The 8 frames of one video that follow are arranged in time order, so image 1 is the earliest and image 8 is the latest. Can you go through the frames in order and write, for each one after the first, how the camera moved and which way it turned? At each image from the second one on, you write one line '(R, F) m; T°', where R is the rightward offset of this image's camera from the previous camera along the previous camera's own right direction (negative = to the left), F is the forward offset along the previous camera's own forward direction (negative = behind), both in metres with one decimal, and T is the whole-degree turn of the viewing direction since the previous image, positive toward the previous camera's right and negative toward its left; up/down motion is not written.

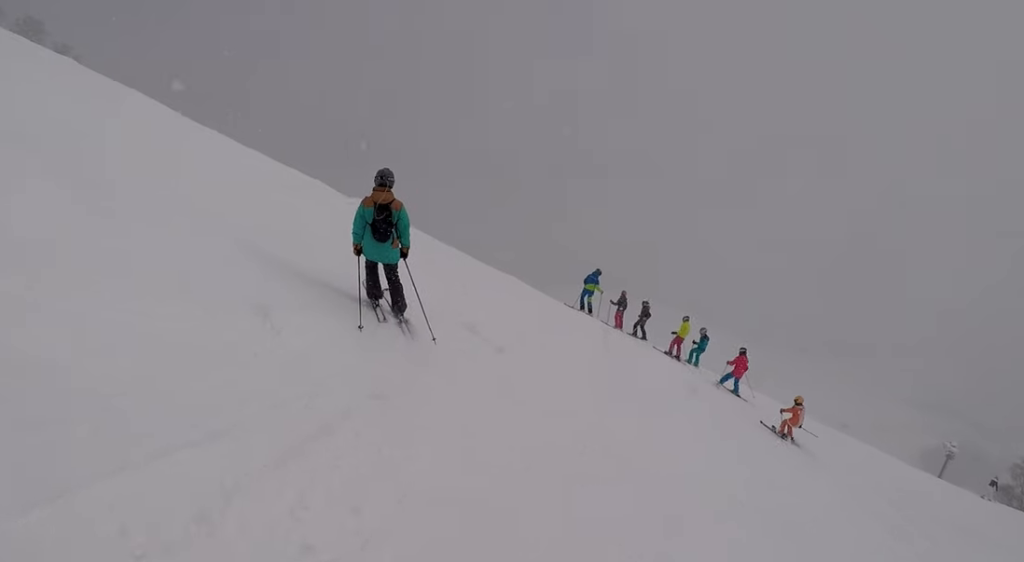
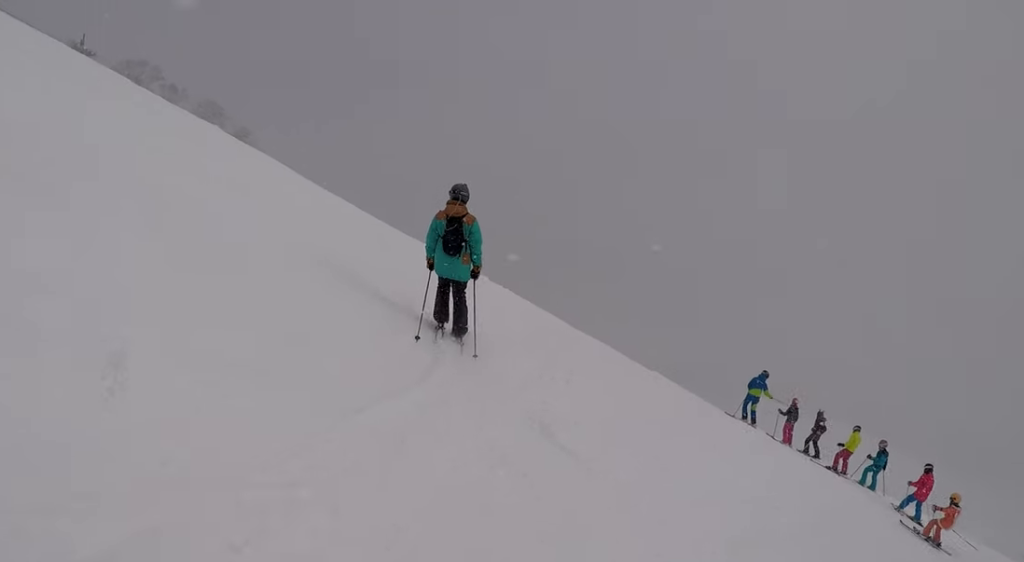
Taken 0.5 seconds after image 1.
(-0.2, +2.6) m; -11°
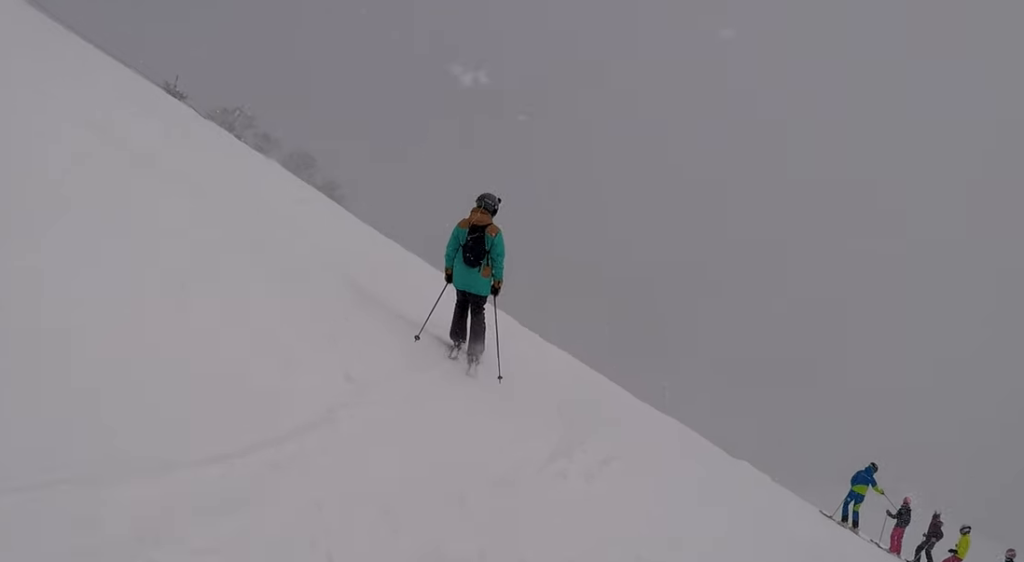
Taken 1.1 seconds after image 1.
(+0.3, +2.7) m; -11°
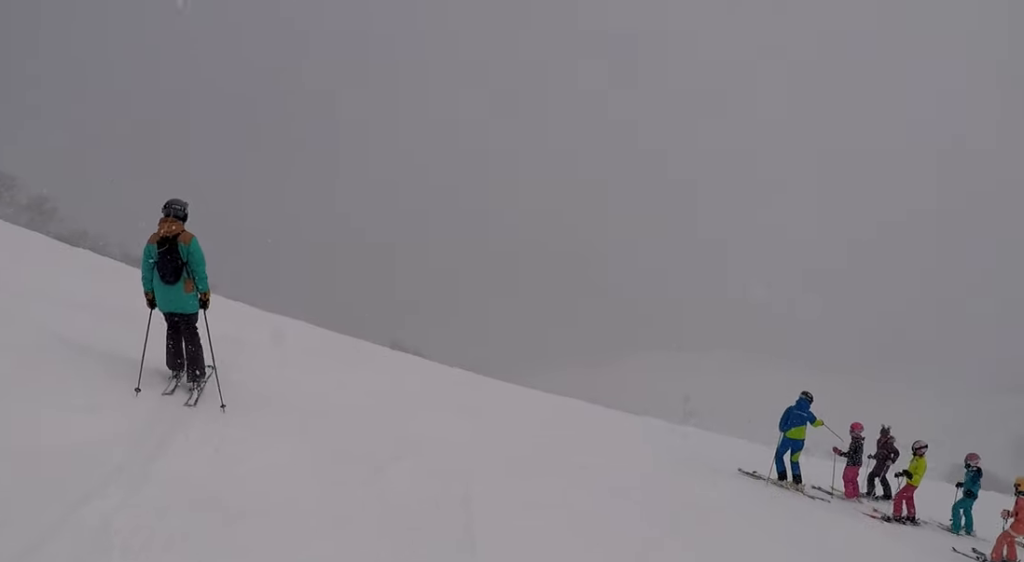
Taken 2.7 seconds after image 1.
(-1.6, +5.4) m; -15°
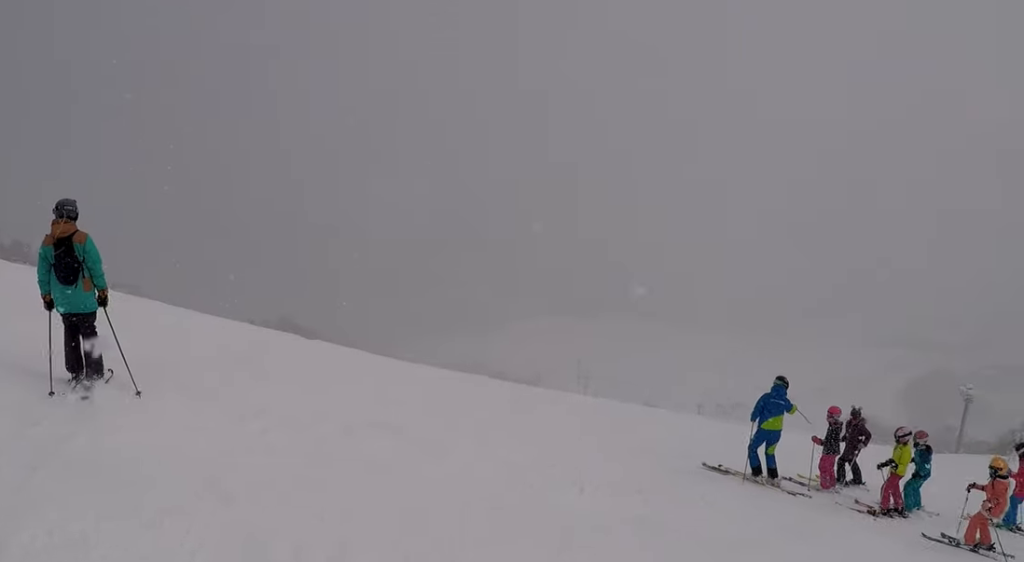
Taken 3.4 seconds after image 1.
(+0.2, +2.2) m; -1°
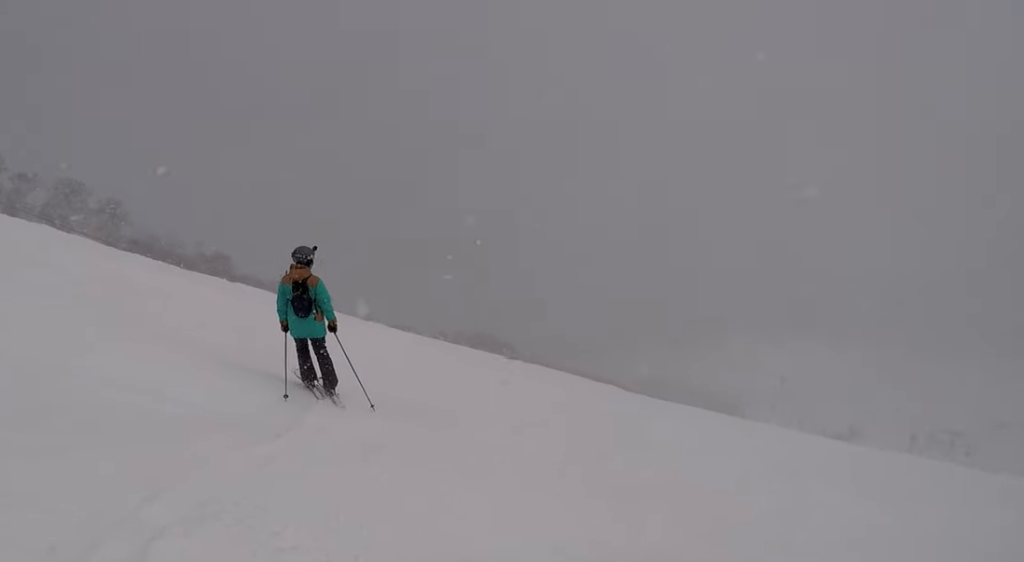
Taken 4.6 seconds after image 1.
(-0.3, +3.5) m; 0°
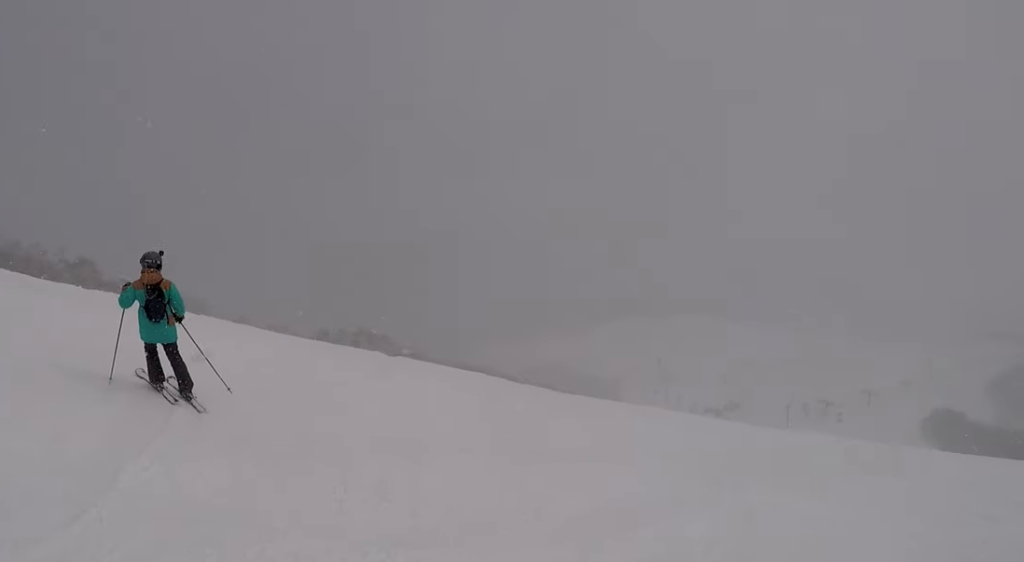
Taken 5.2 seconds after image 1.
(+0.5, +1.6) m; 0°
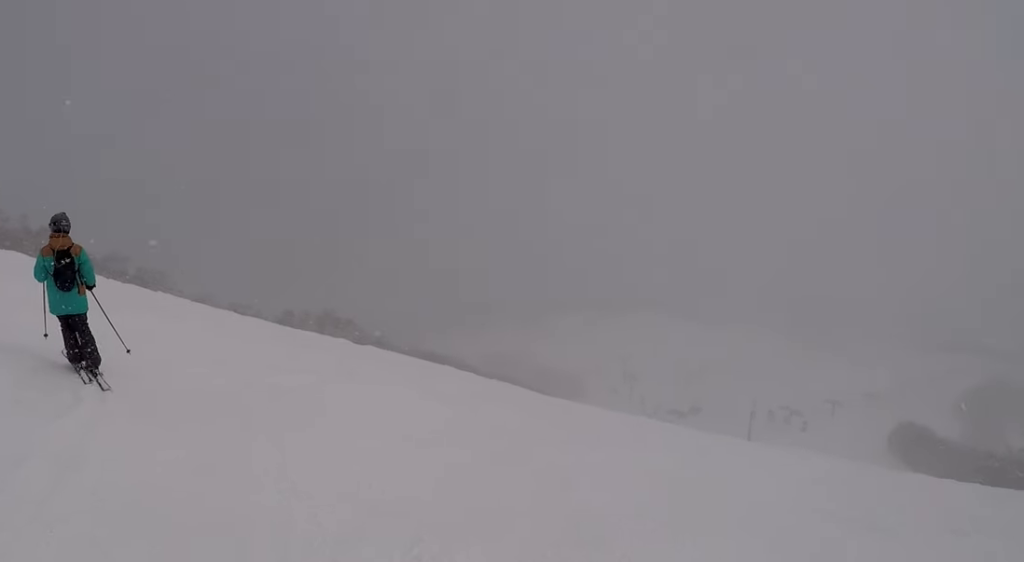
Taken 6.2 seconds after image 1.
(-0.7, +2.9) m; +2°
